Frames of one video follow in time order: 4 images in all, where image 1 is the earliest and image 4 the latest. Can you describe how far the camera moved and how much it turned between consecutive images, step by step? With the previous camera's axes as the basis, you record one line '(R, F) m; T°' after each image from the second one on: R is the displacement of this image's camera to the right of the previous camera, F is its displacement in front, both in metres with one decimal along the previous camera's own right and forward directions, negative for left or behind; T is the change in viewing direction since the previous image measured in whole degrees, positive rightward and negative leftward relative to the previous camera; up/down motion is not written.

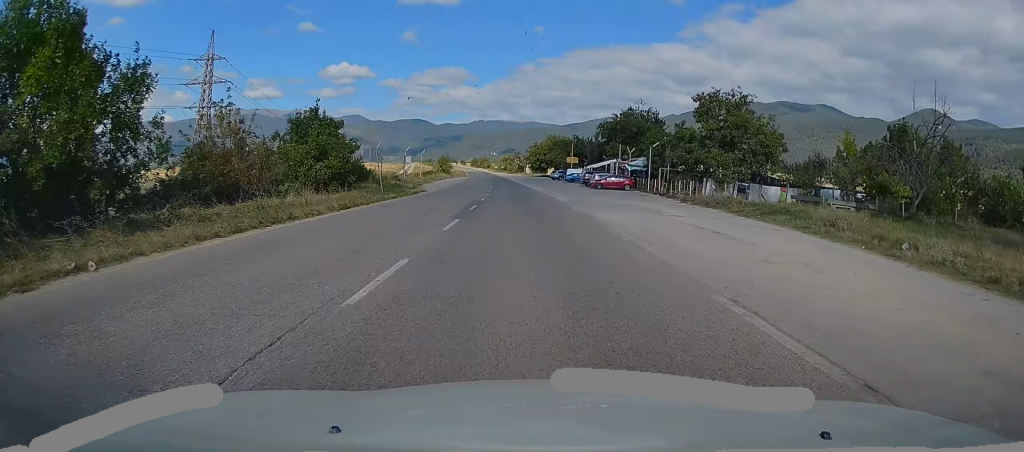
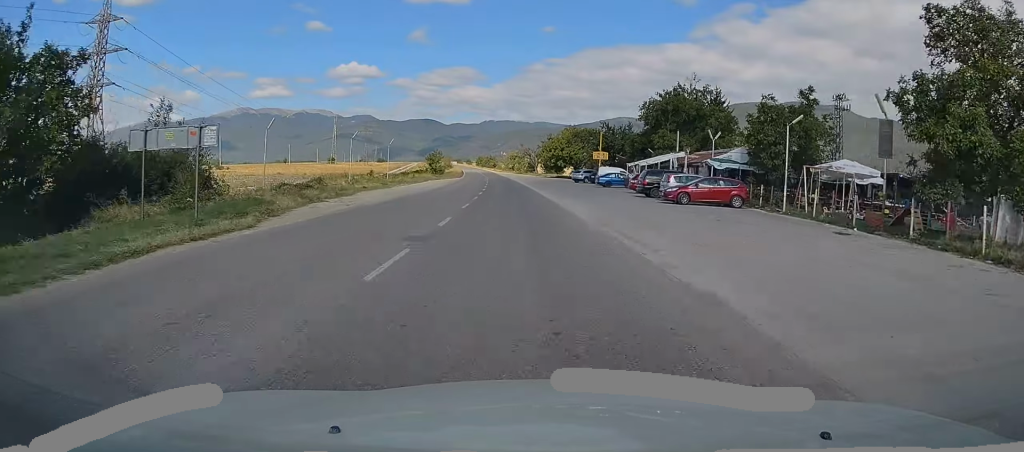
(-0.3, +29.7) m; -1°
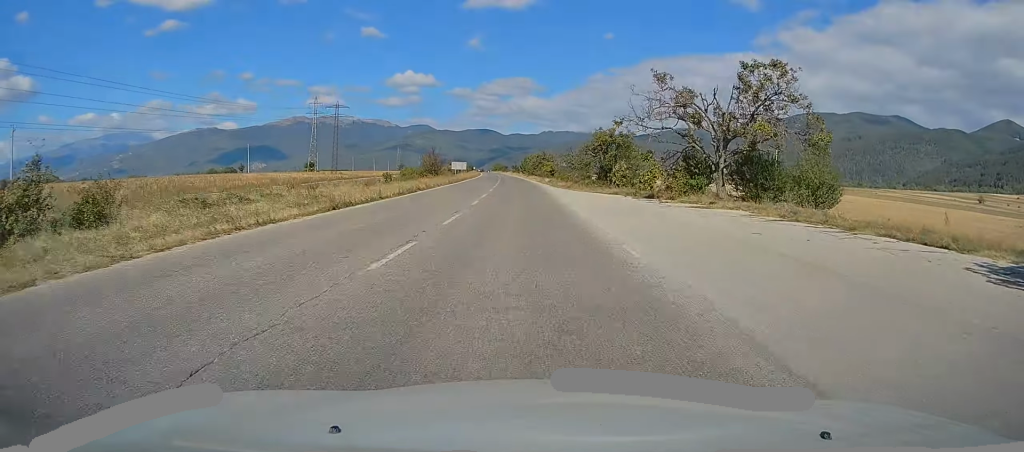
(-5.0, +114.4) m; -5°
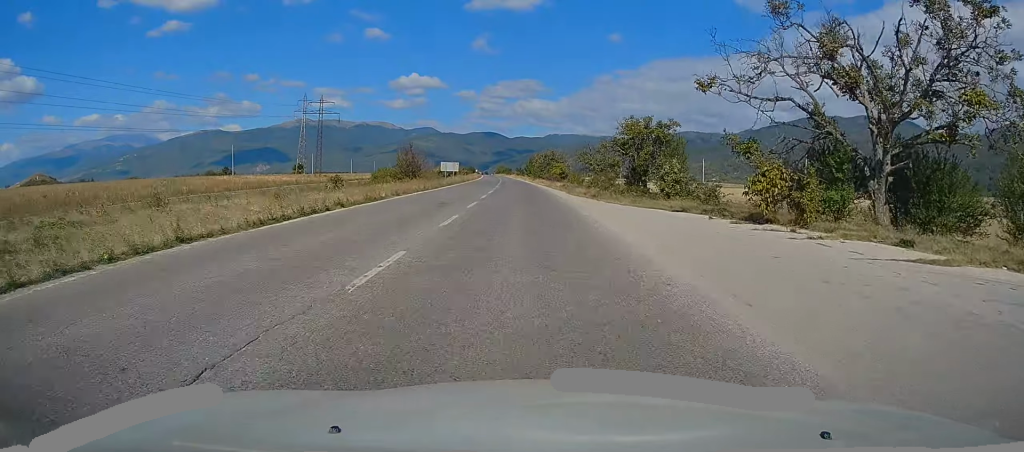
(0.0, +17.0) m; 0°
